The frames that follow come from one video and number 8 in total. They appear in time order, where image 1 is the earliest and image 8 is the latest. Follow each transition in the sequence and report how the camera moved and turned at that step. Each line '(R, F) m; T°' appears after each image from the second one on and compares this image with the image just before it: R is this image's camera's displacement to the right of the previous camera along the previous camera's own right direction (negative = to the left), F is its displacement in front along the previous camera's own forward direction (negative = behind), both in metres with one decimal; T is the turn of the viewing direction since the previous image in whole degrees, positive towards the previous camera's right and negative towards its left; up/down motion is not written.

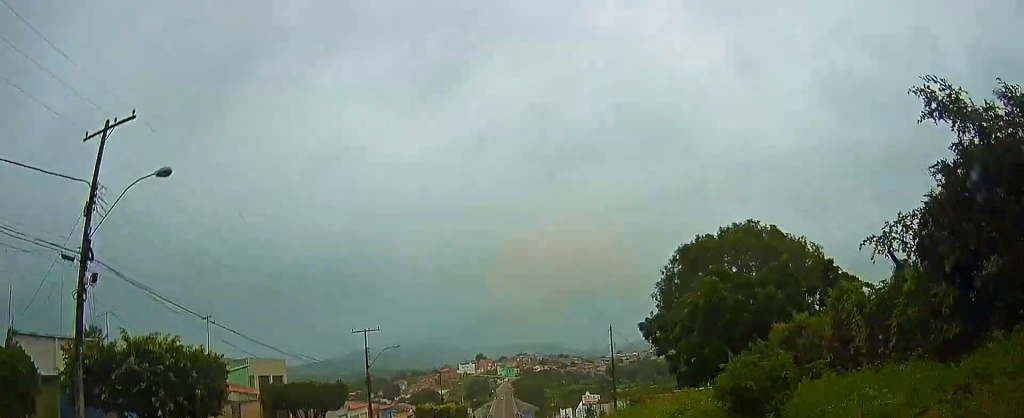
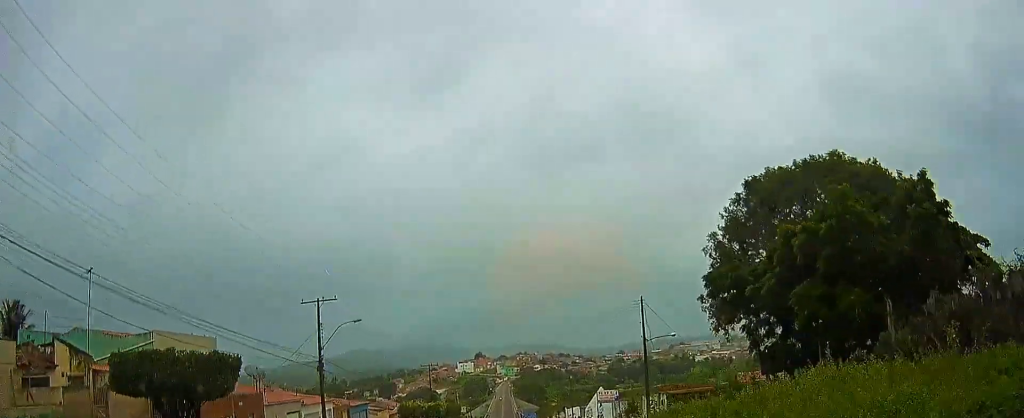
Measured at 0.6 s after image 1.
(0.0, +11.9) m; +1°
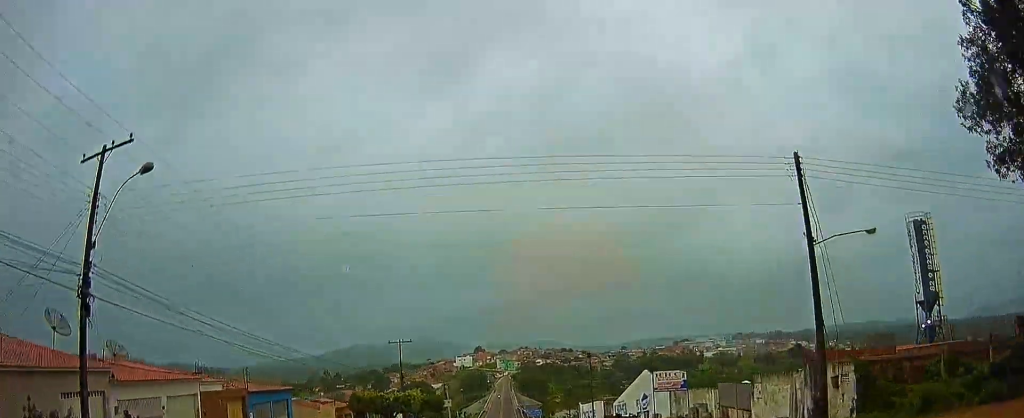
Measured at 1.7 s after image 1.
(+0.5, +21.9) m; 0°
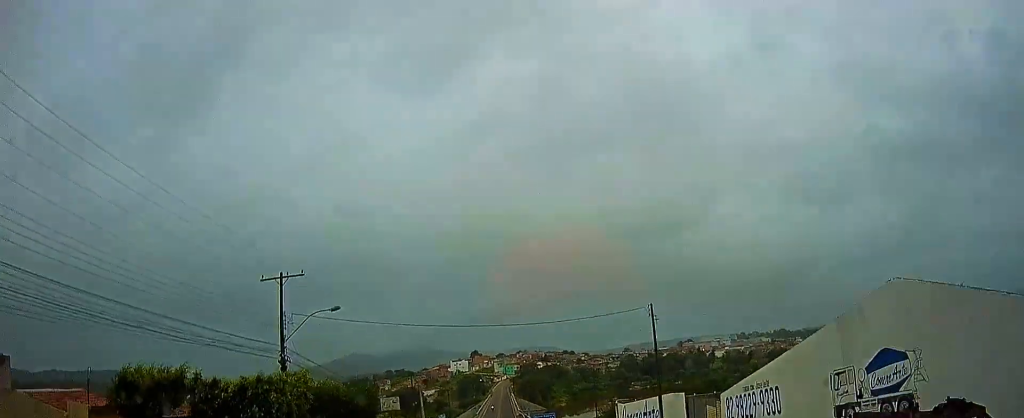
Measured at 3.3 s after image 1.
(-0.2, +31.6) m; +1°
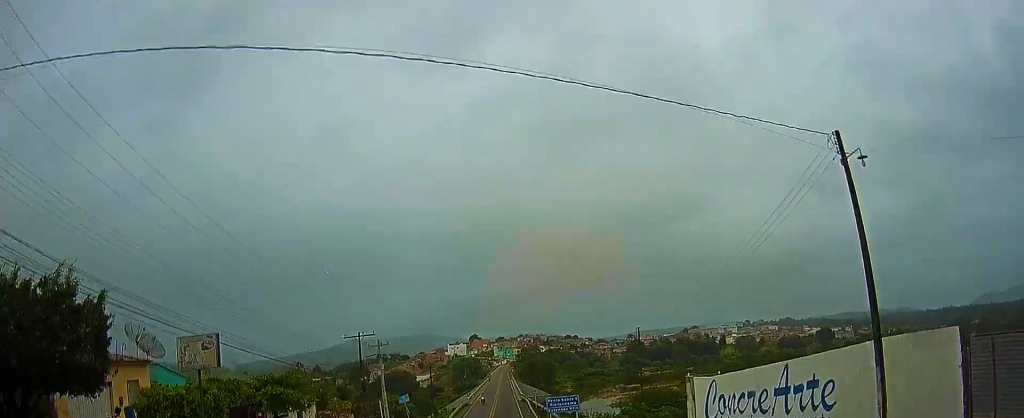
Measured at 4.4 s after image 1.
(+0.4, +23.8) m; +1°
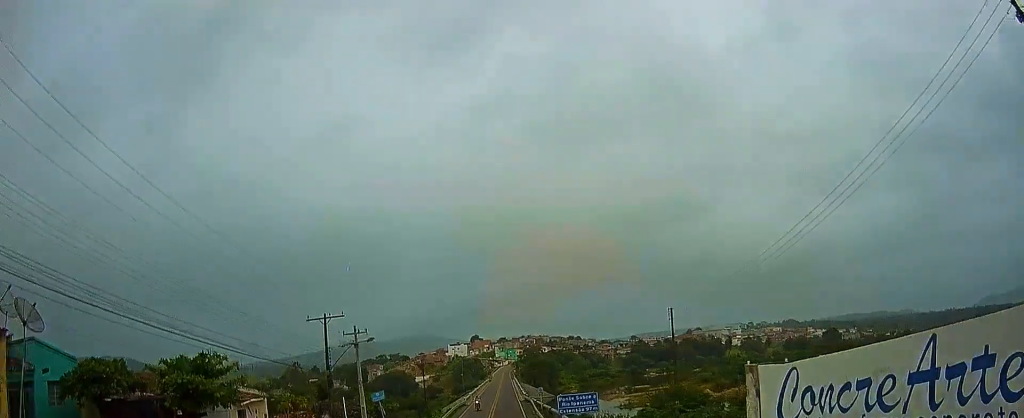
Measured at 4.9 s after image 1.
(0.0, +8.9) m; 0°
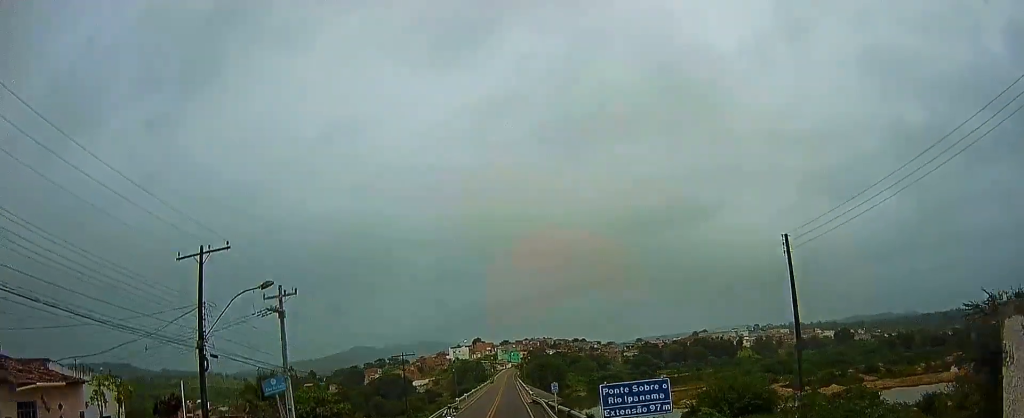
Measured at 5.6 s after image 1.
(0.0, +15.7) m; -1°
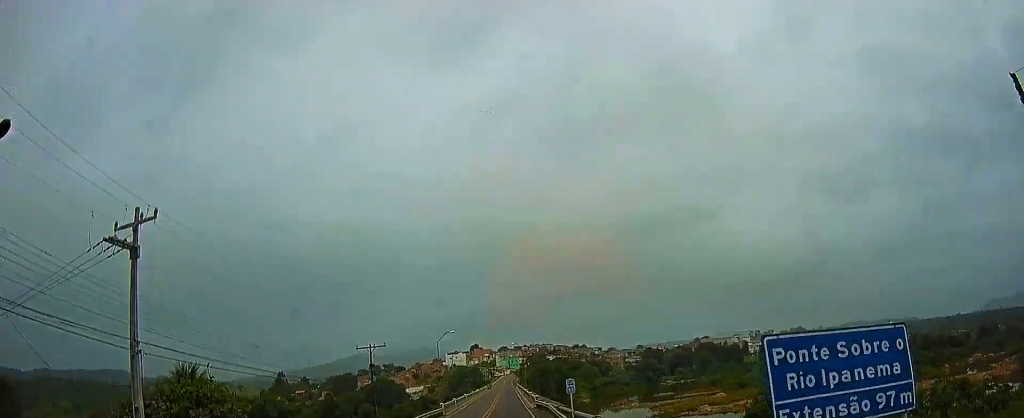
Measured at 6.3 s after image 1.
(-0.2, +12.9) m; -1°
